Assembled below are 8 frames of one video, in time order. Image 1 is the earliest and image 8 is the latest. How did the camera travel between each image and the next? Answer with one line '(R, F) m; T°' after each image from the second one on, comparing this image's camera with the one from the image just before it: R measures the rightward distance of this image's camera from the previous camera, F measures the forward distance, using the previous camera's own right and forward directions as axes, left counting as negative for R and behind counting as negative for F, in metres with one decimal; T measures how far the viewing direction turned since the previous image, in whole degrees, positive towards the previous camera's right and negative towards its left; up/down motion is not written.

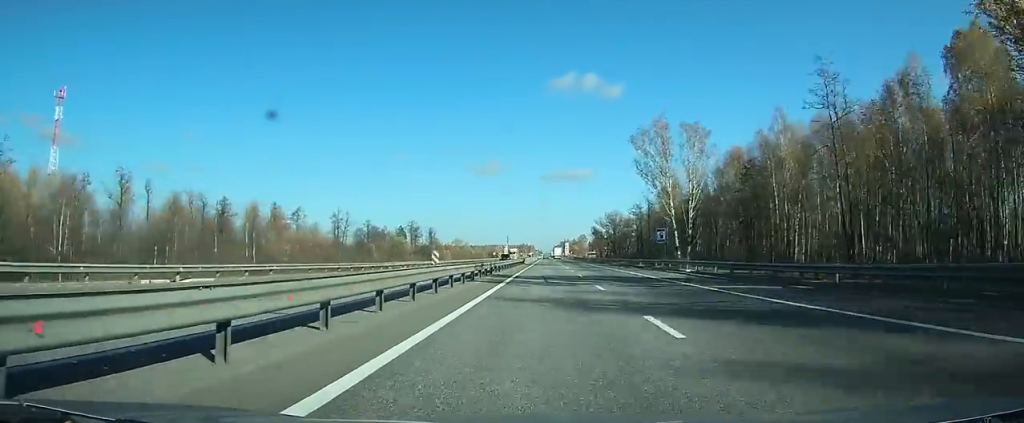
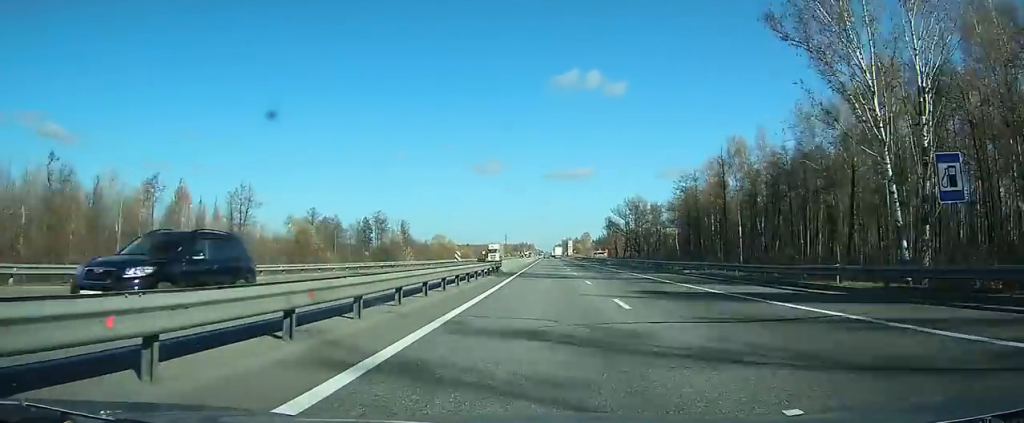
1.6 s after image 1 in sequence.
(0.0, +39.9) m; 0°
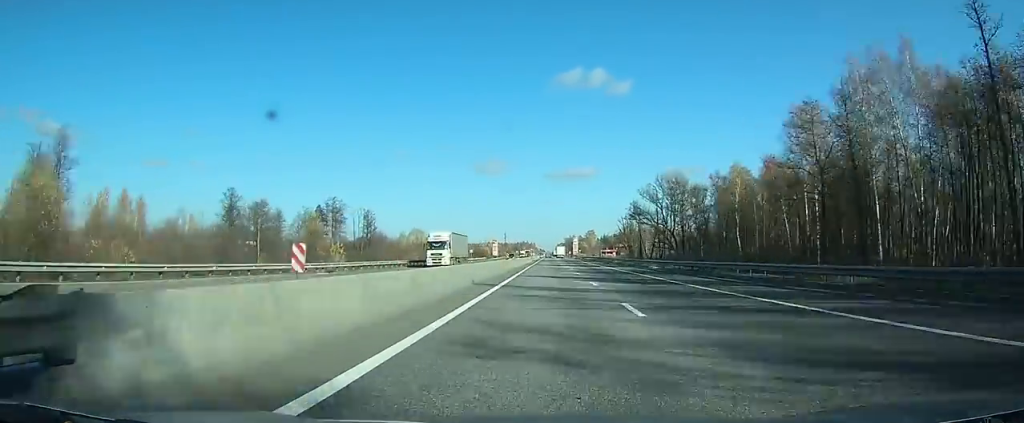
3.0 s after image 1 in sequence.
(0.0, +37.3) m; 0°
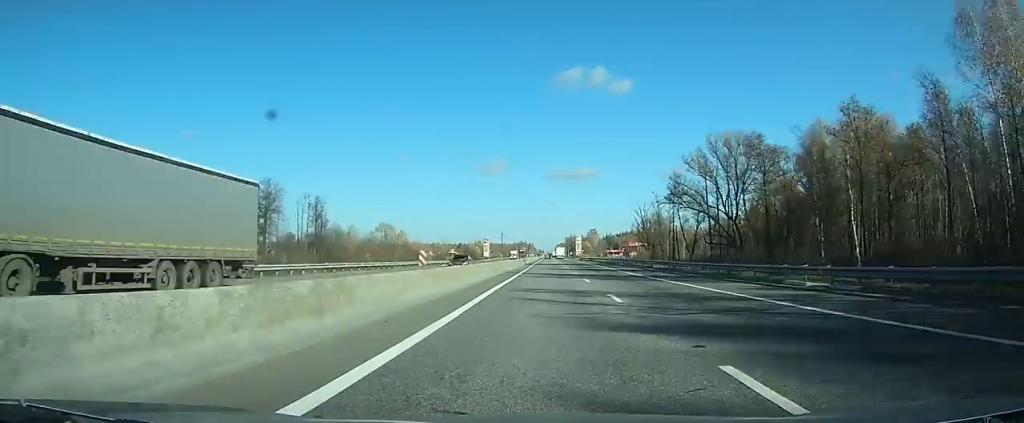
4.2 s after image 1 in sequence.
(-0.1, +34.5) m; 0°
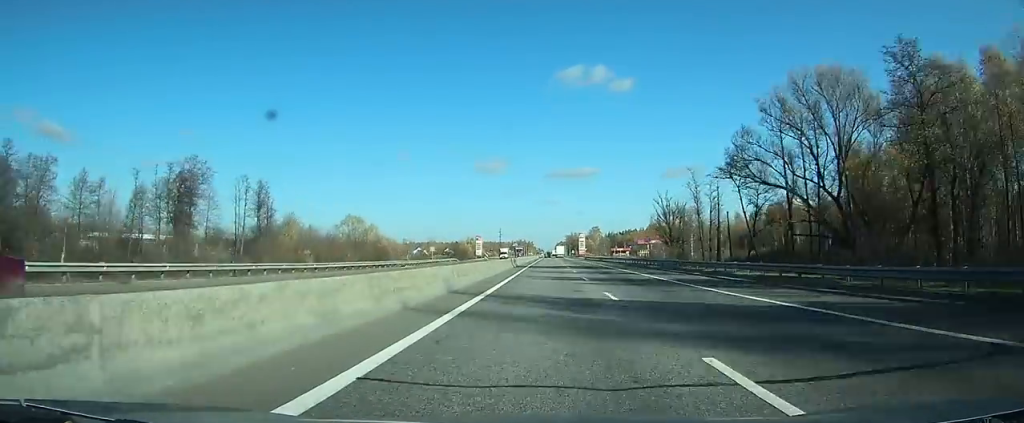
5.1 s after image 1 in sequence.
(-0.1, +25.2) m; 0°
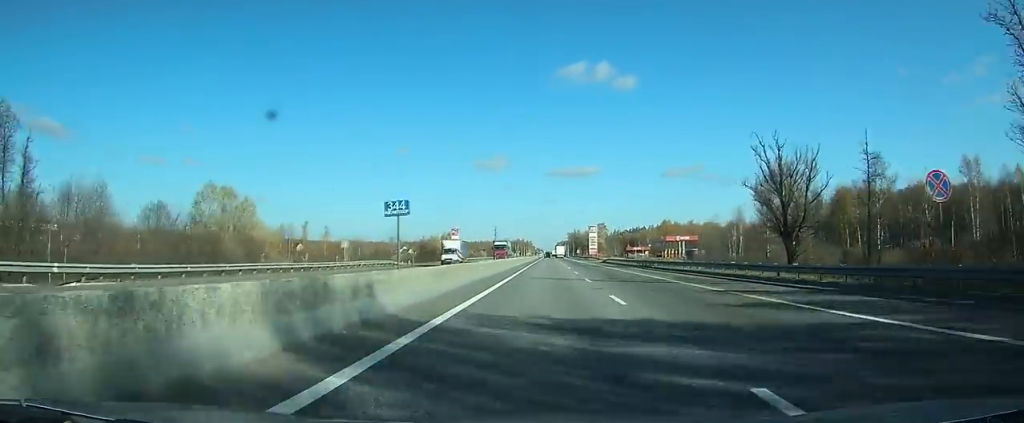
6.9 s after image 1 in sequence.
(+0.1, +52.3) m; 0°
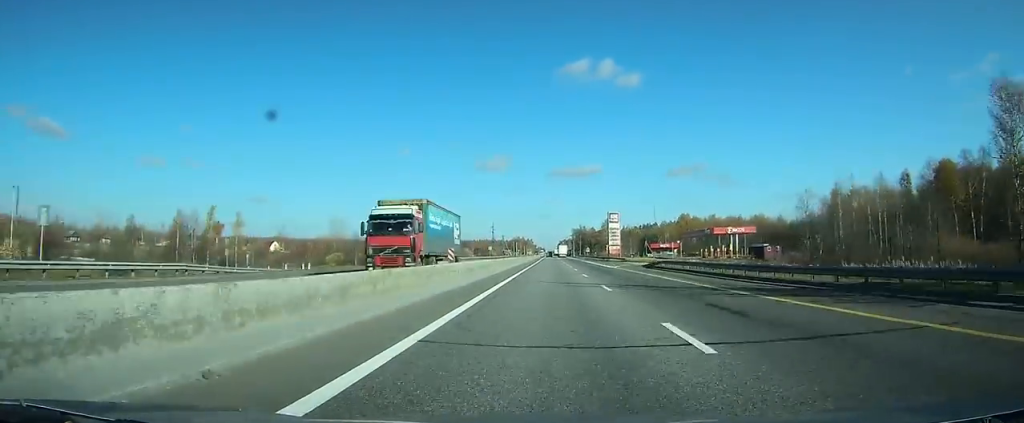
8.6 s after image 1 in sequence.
(-0.2, +43.7) m; 0°
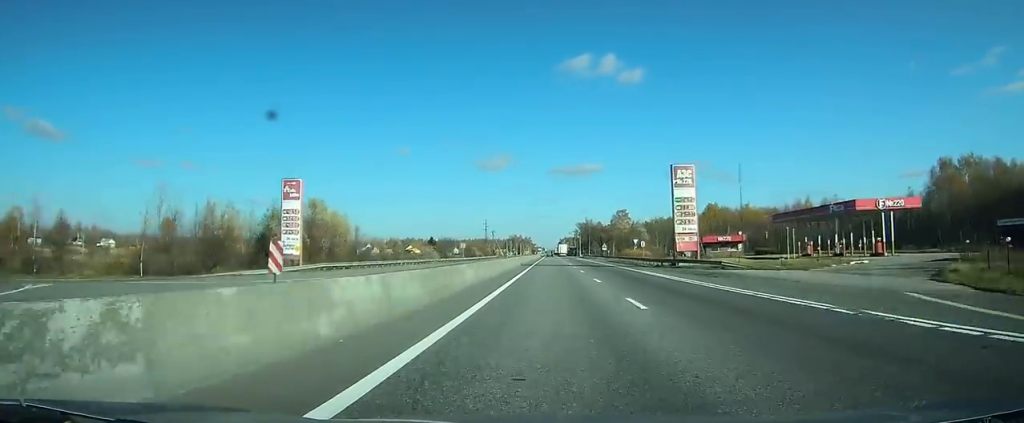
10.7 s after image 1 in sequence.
(+0.1, +53.4) m; 0°
